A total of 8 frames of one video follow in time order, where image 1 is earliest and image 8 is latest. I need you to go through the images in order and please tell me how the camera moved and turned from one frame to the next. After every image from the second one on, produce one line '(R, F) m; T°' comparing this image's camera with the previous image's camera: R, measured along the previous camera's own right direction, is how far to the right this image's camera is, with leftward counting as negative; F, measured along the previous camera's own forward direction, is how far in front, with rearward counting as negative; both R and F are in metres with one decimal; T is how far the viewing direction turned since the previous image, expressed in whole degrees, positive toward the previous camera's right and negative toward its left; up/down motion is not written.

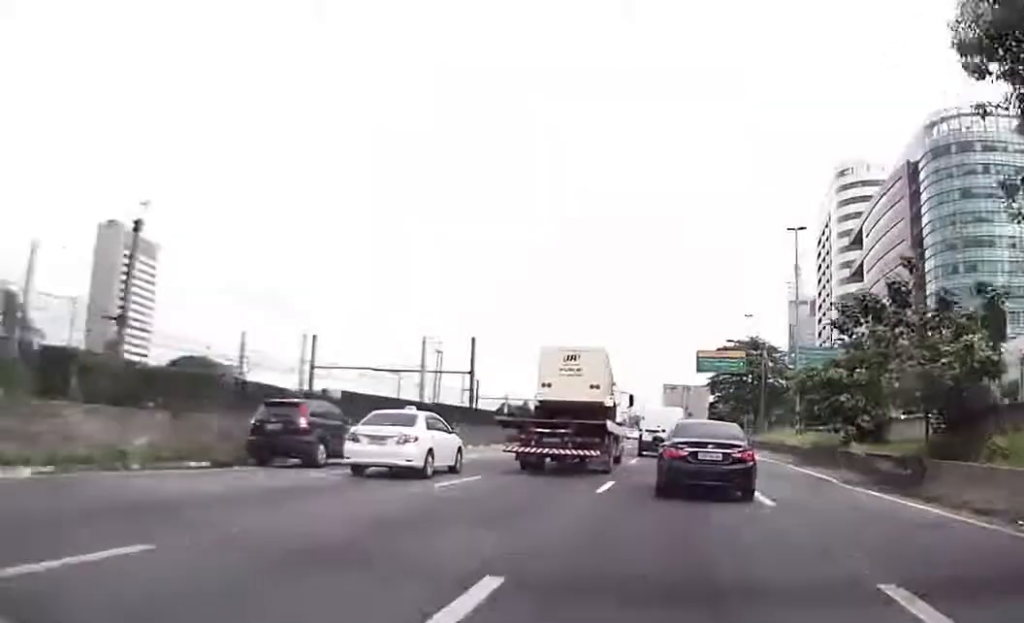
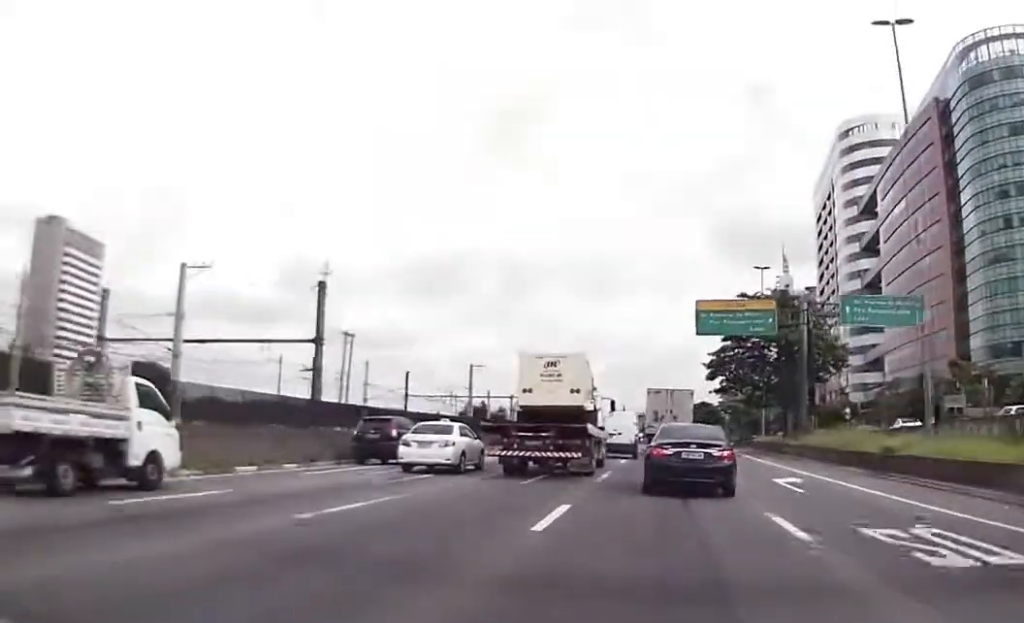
(+0.1, +30.9) m; 0°
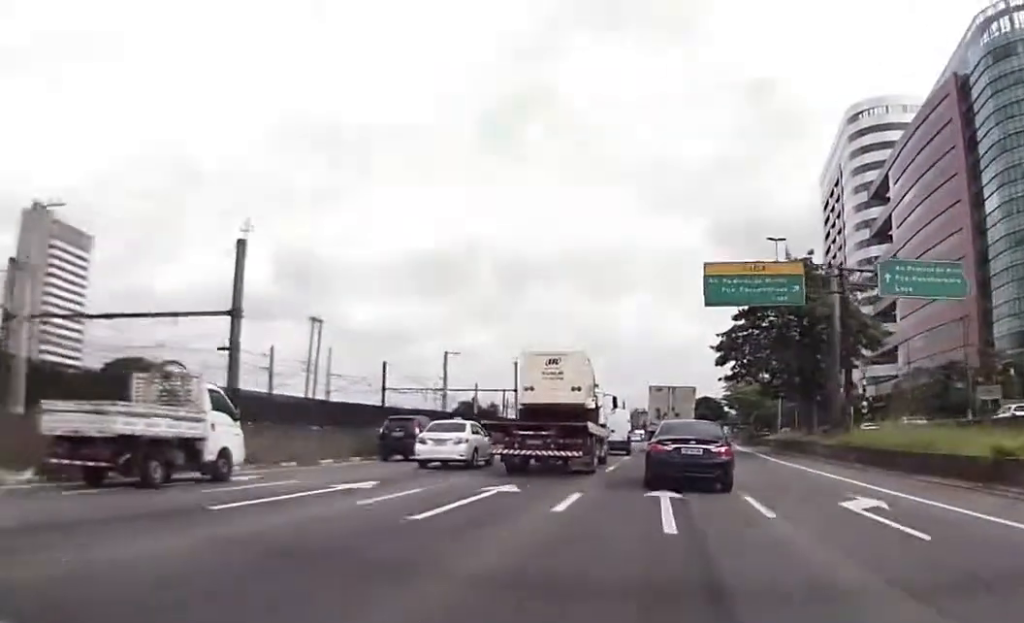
(0.0, +9.2) m; 0°
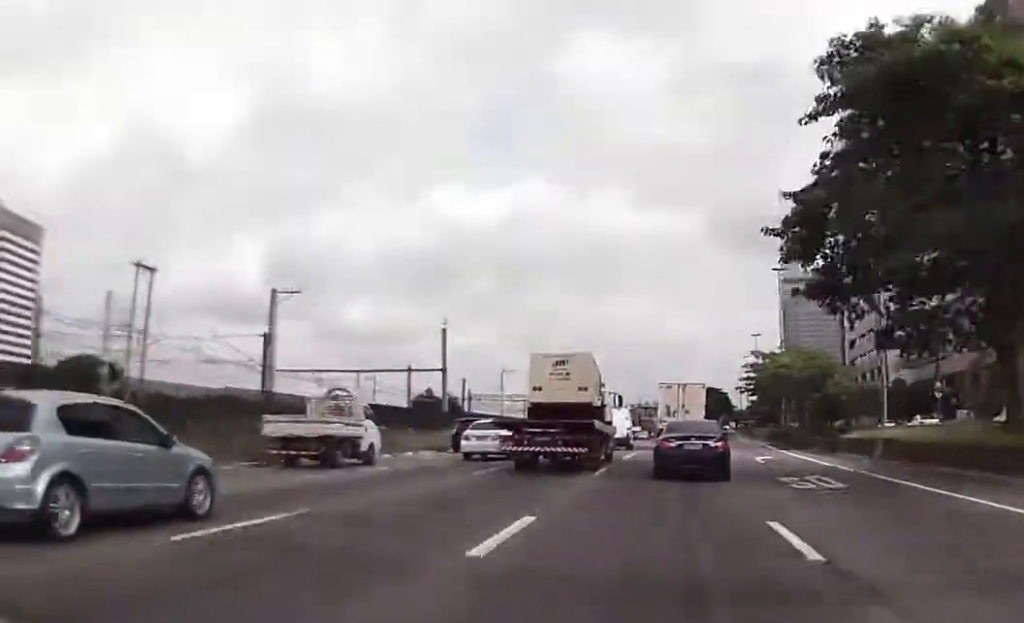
(+0.4, +29.7) m; +2°
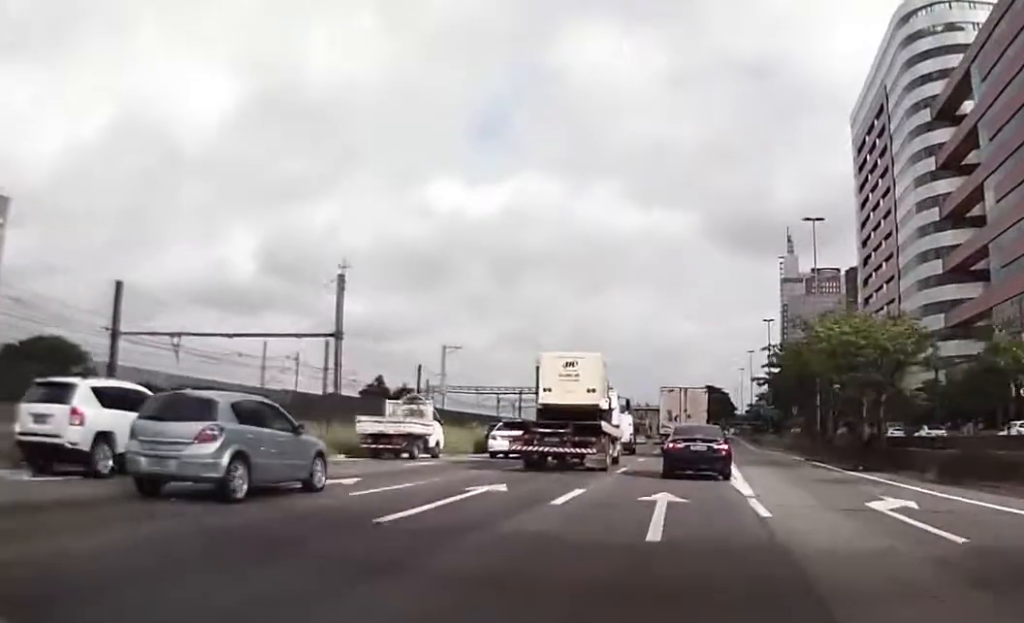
(0.0, +20.1) m; -1°
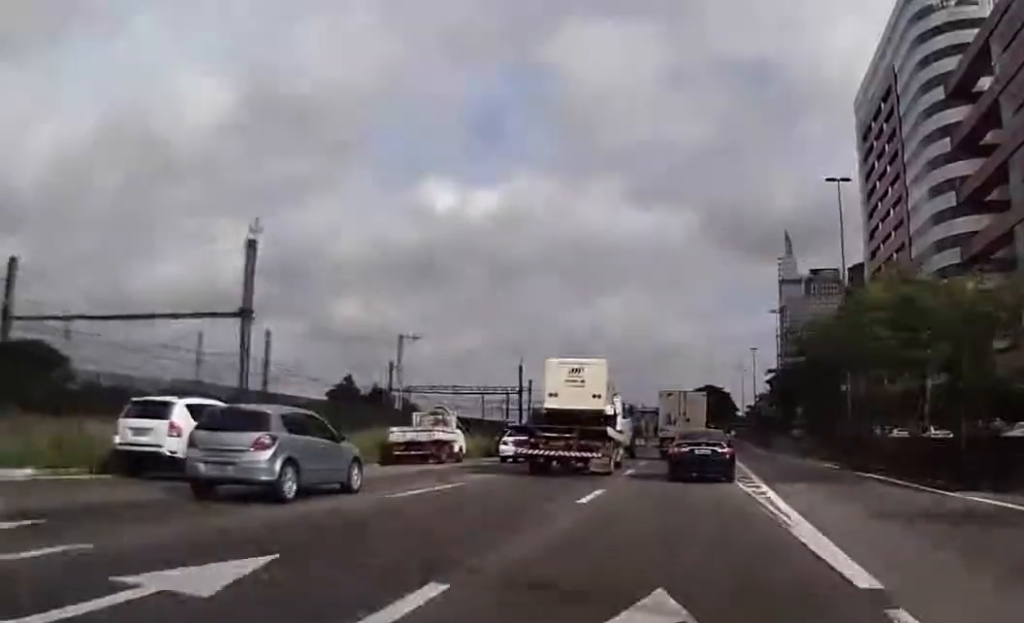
(-0.3, +9.9) m; 0°
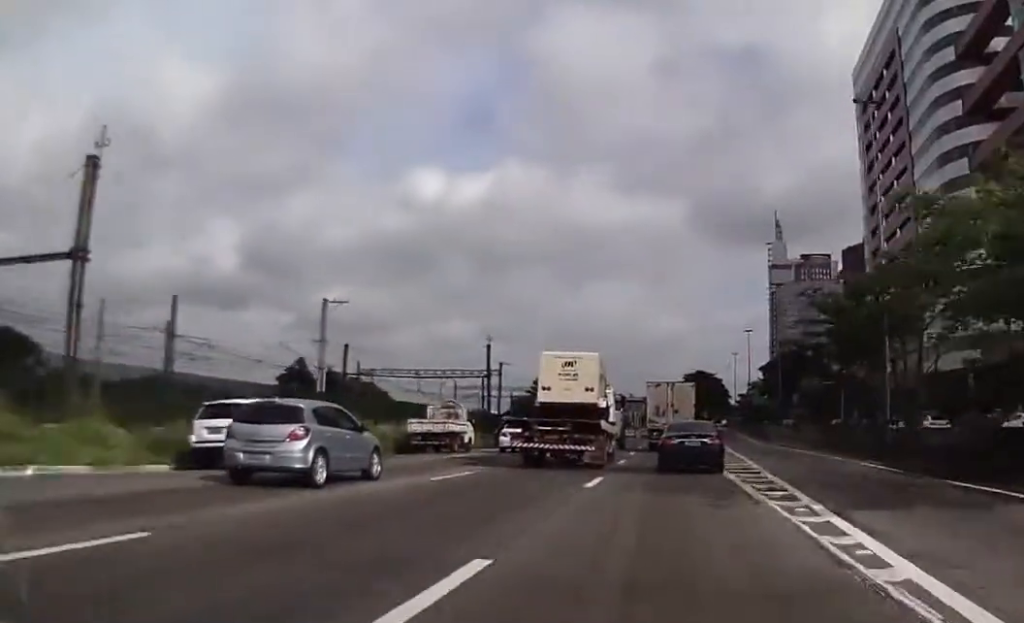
(+0.2, +10.6) m; 0°
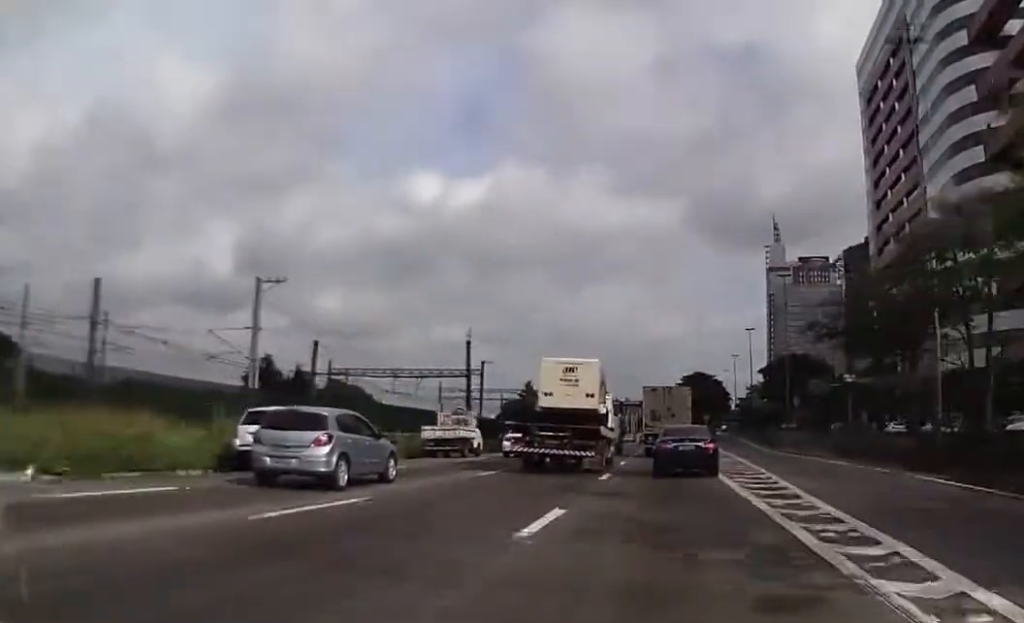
(+0.1, +7.3) m; 0°
